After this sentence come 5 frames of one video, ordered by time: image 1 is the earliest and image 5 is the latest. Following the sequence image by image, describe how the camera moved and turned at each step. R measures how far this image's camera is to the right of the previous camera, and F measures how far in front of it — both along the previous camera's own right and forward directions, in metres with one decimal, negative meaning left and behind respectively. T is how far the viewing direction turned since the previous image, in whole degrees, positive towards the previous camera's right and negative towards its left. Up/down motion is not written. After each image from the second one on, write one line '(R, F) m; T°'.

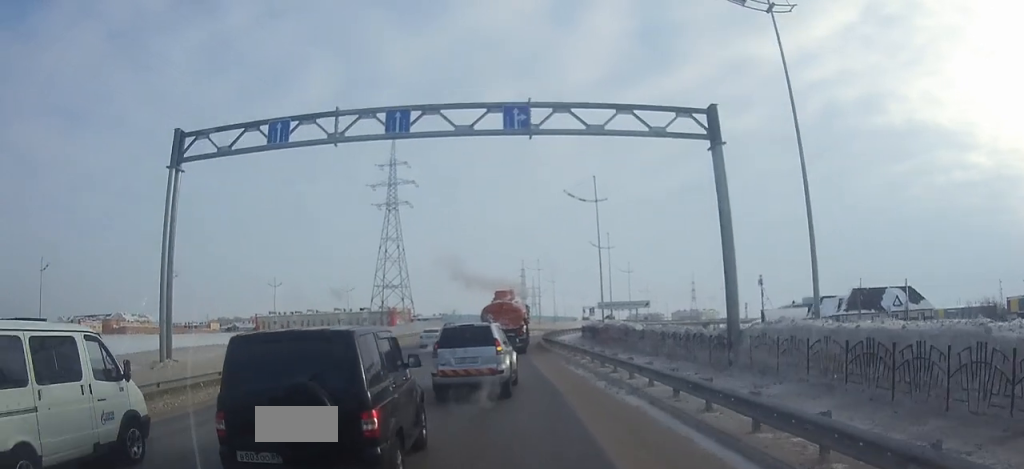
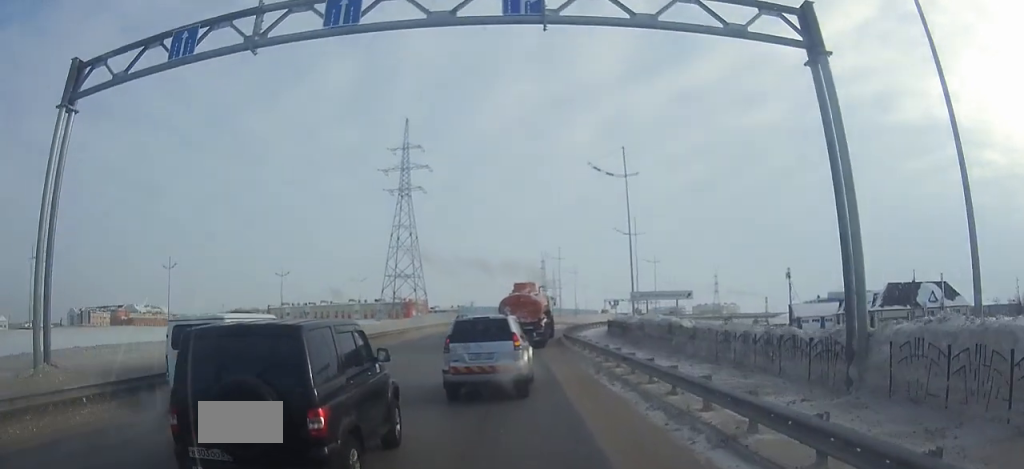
(-0.1, +6.1) m; -2°
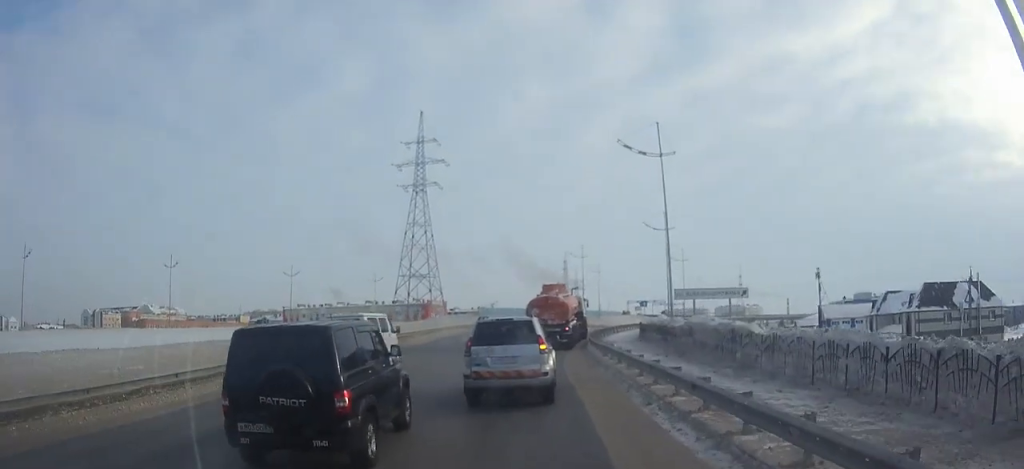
(-0.1, +5.9) m; -2°
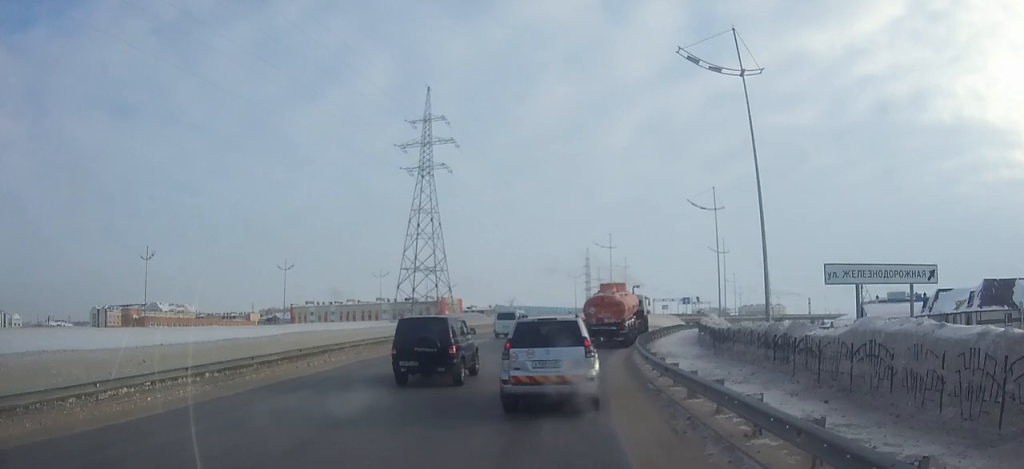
(-0.4, +12.2) m; -2°
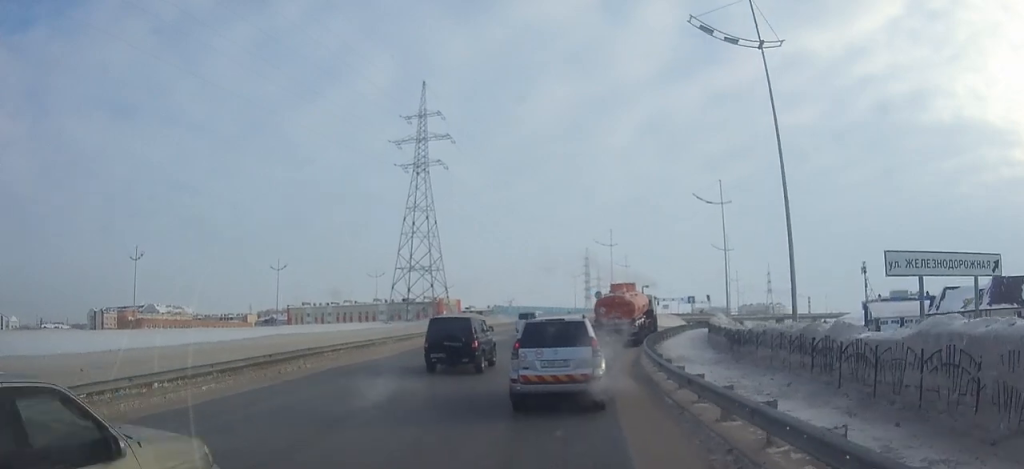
(0.0, +2.8) m; 0°
